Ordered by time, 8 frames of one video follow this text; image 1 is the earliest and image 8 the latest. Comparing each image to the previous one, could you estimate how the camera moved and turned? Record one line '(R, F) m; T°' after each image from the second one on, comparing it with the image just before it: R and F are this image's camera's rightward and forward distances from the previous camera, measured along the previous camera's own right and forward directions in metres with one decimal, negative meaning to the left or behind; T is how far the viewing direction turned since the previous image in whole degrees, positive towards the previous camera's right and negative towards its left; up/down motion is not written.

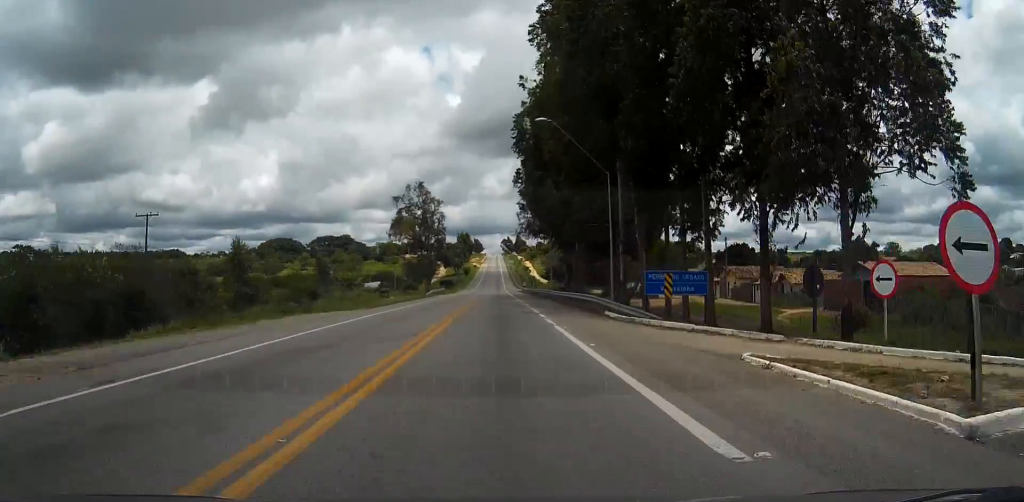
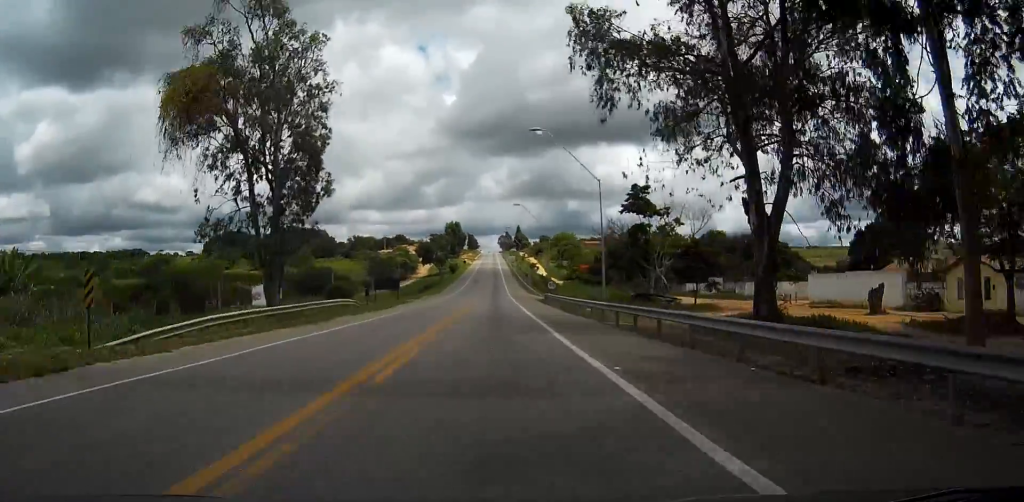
(+0.3, +78.2) m; 0°
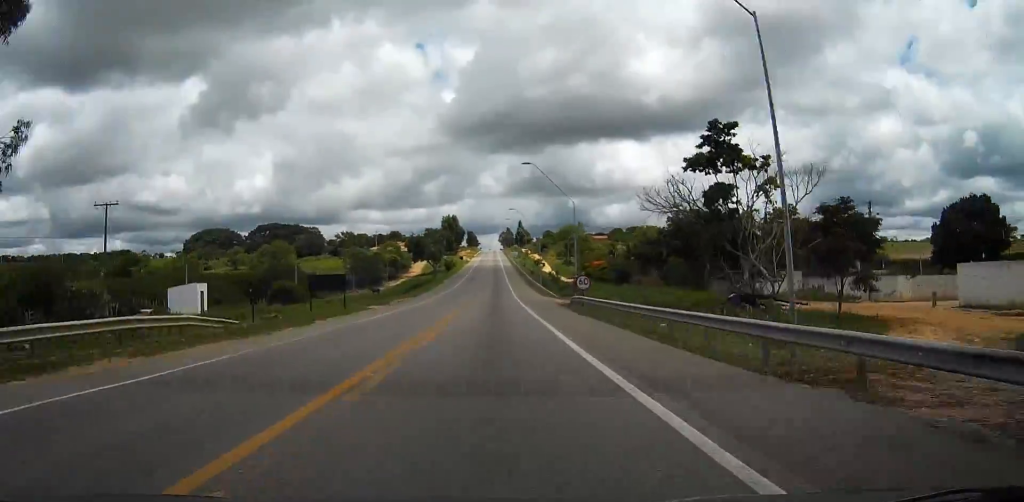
(-0.1, +25.5) m; 0°
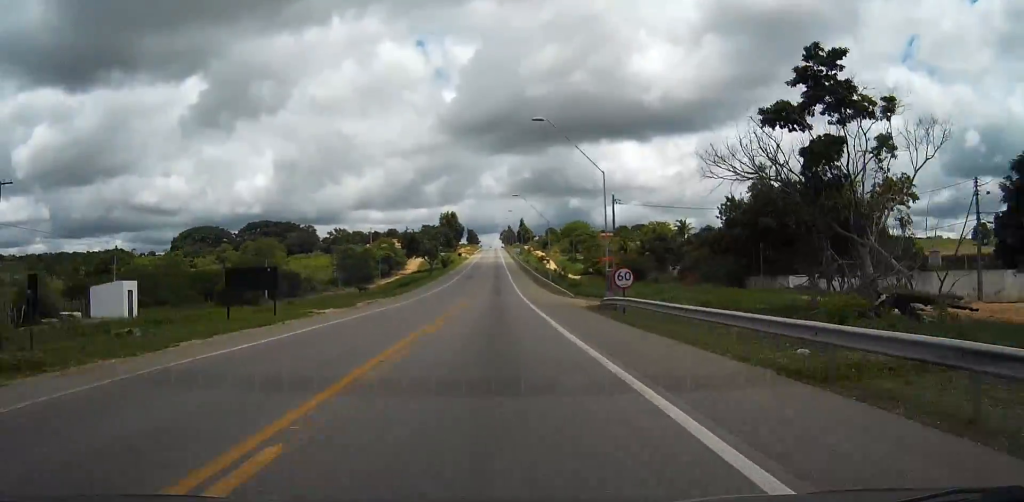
(-0.1, +14.9) m; 0°
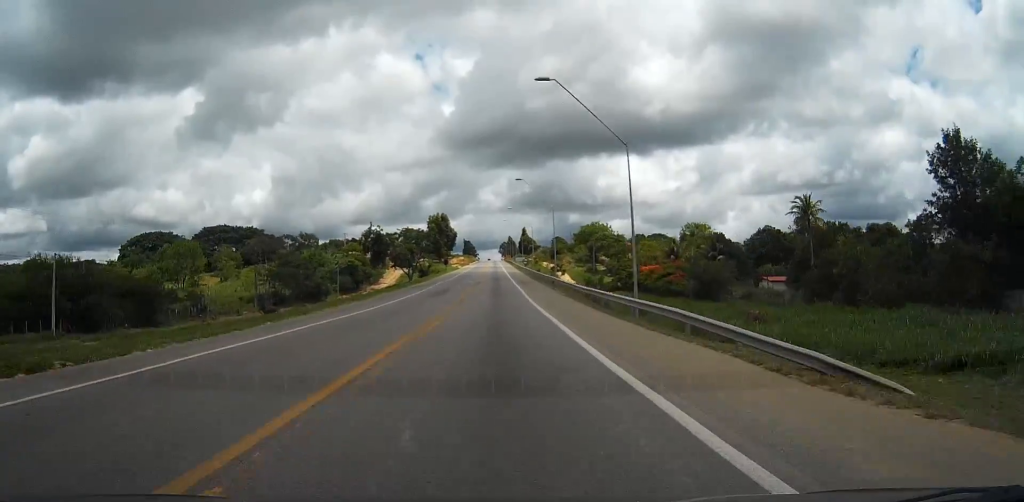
(+0.1, +49.0) m; 0°
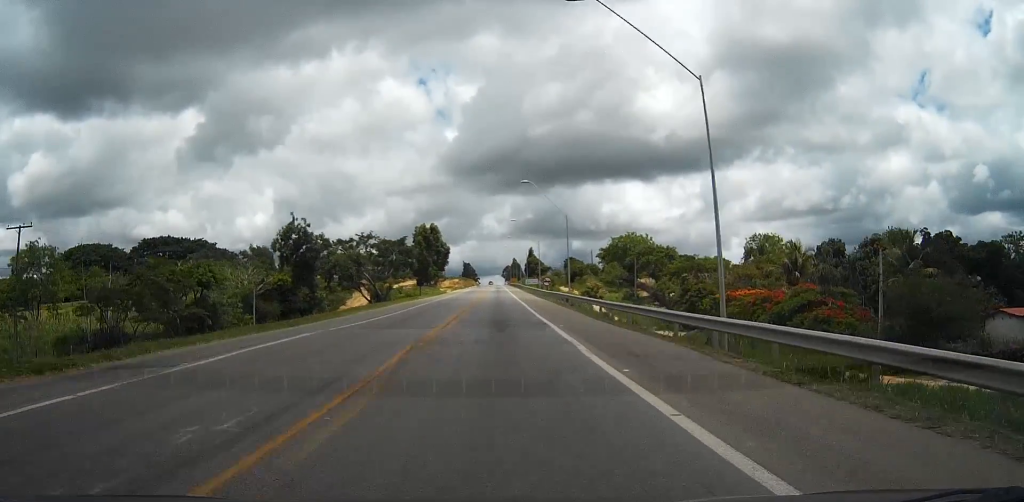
(+0.2, +50.5) m; 0°
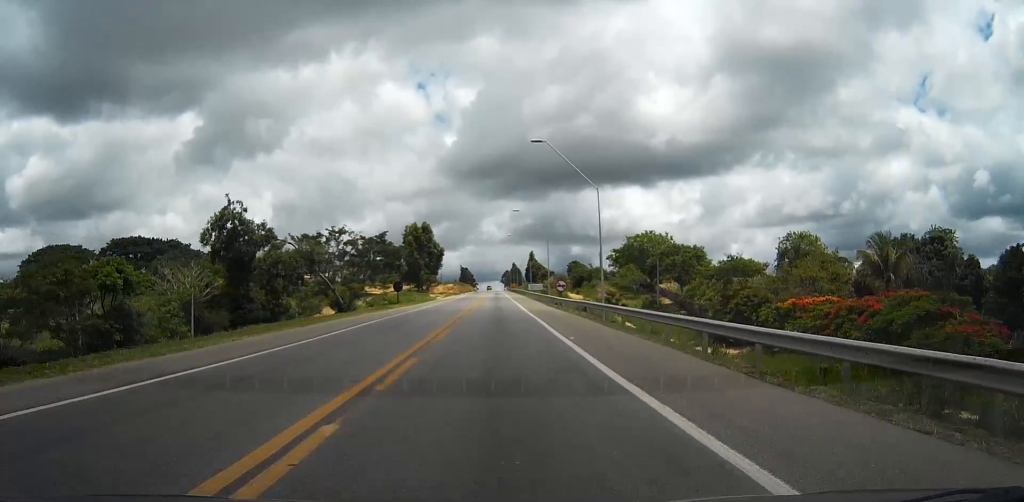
(-0.1, +18.9) m; 0°
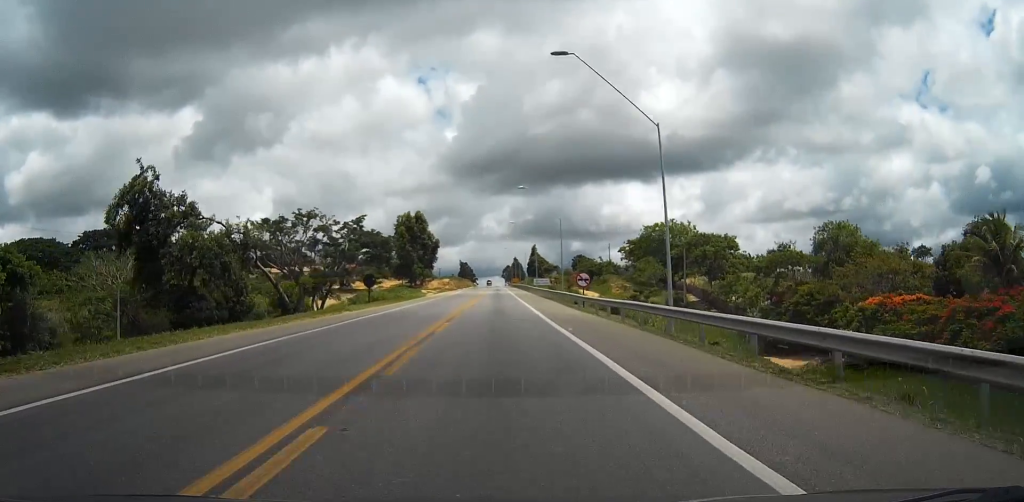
(-0.1, +15.7) m; 0°
